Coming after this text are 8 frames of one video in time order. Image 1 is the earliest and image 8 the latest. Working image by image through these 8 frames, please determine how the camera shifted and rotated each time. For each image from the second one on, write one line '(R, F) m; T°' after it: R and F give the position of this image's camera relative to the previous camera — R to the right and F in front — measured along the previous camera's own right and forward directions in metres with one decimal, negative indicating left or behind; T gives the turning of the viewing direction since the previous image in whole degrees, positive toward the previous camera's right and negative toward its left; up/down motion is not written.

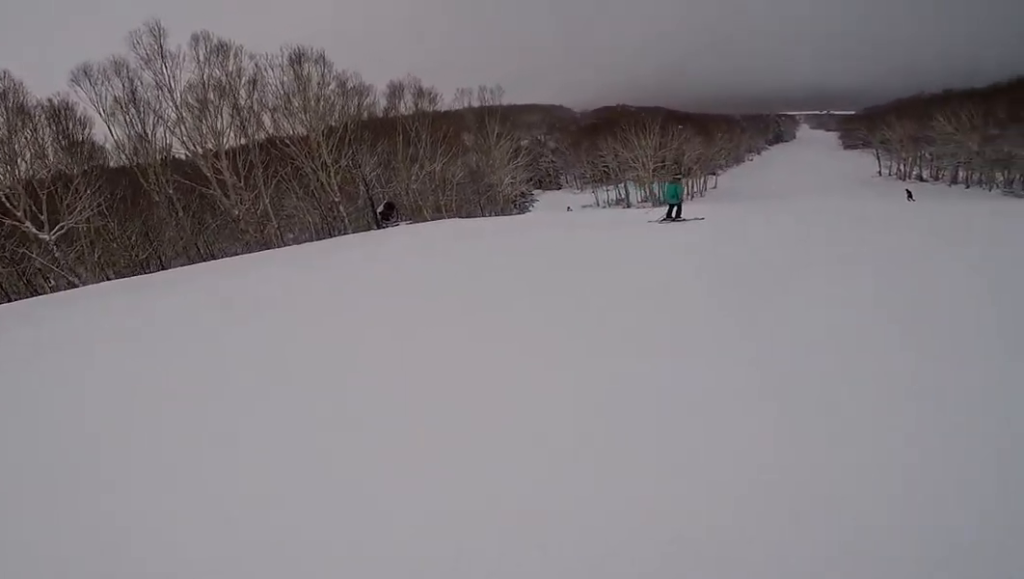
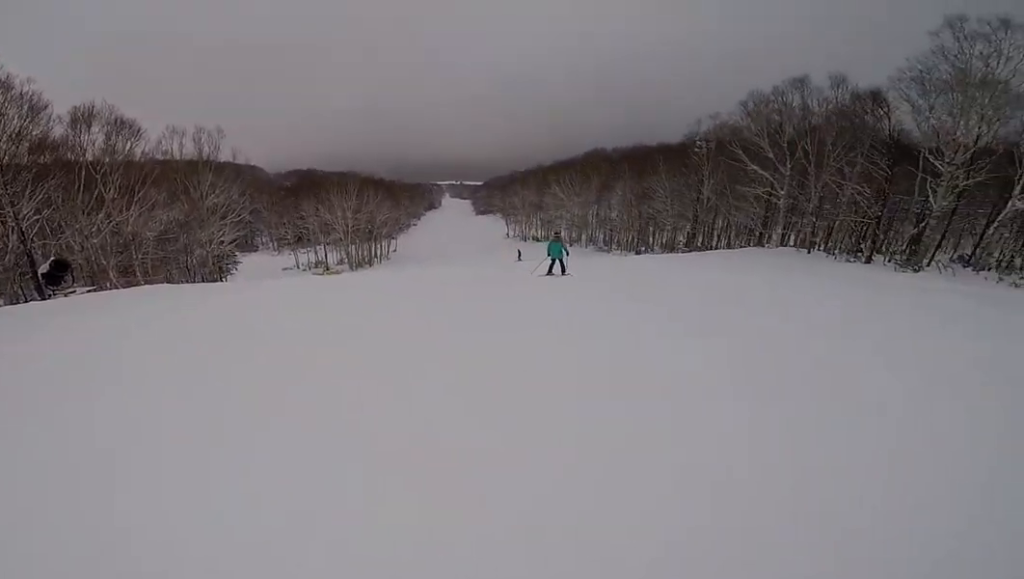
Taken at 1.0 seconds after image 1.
(+1.3, +5.0) m; +31°
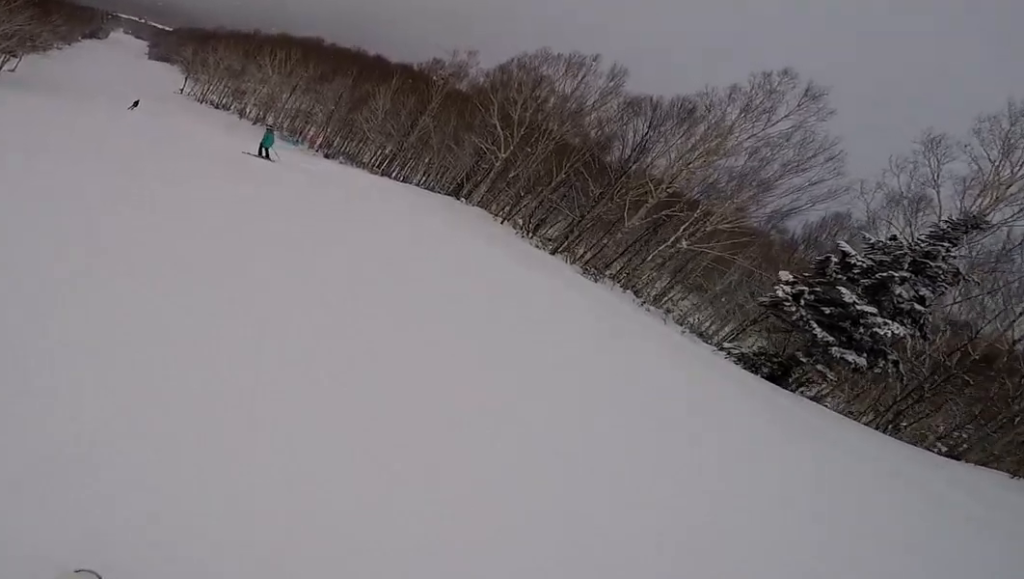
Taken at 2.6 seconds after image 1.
(+3.3, +7.7) m; +47°
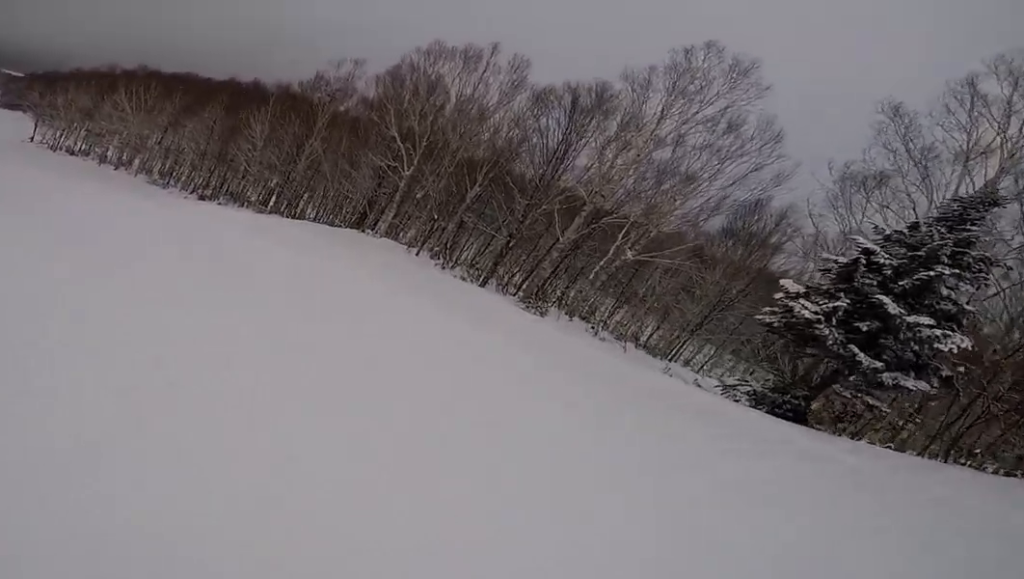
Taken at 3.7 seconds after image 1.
(+1.6, +5.7) m; +9°
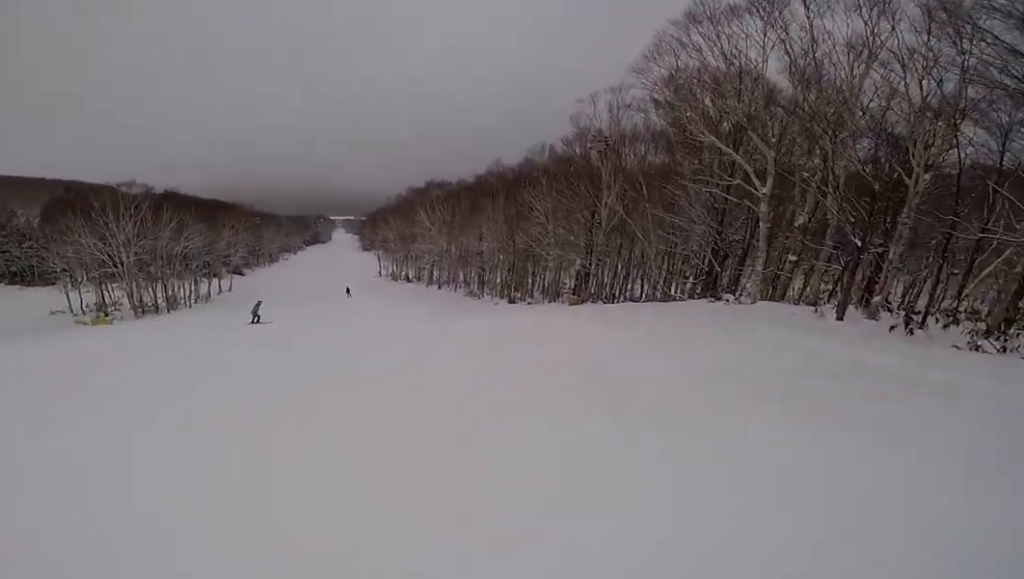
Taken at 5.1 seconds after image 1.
(-2.4, +7.8) m; -45°
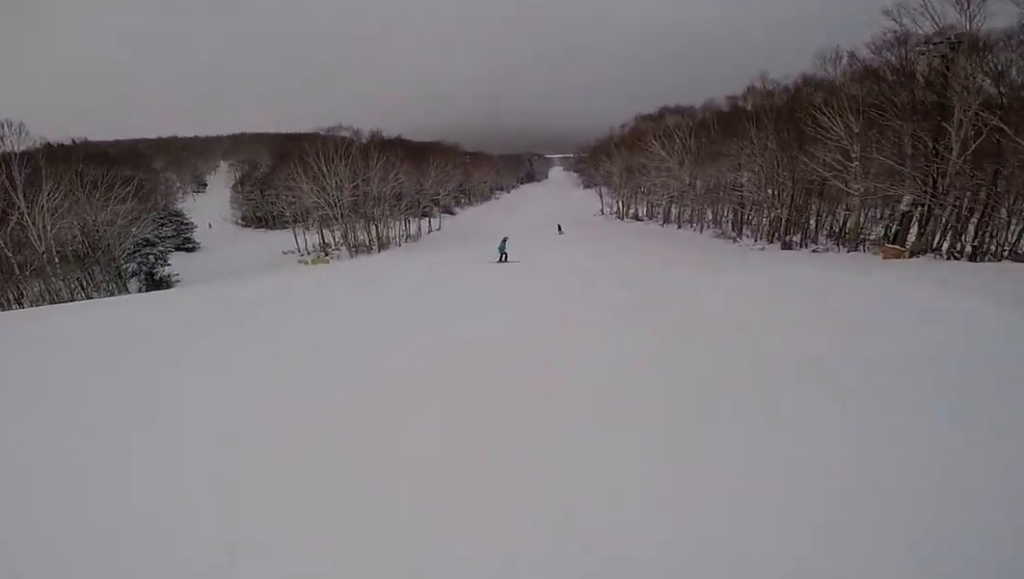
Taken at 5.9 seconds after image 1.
(-0.6, +4.2) m; -32°
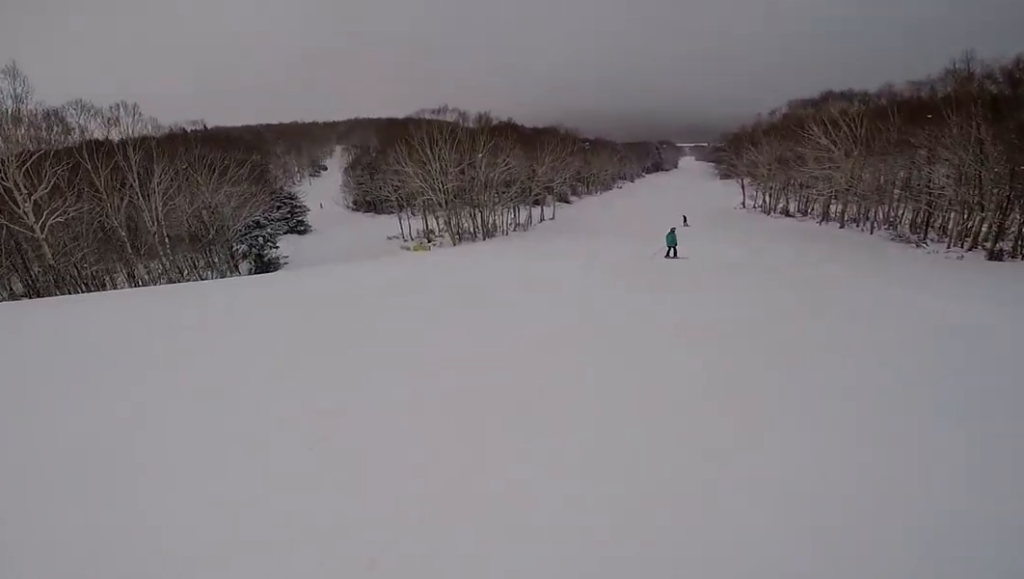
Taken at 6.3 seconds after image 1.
(-1.2, +2.1) m; -2°
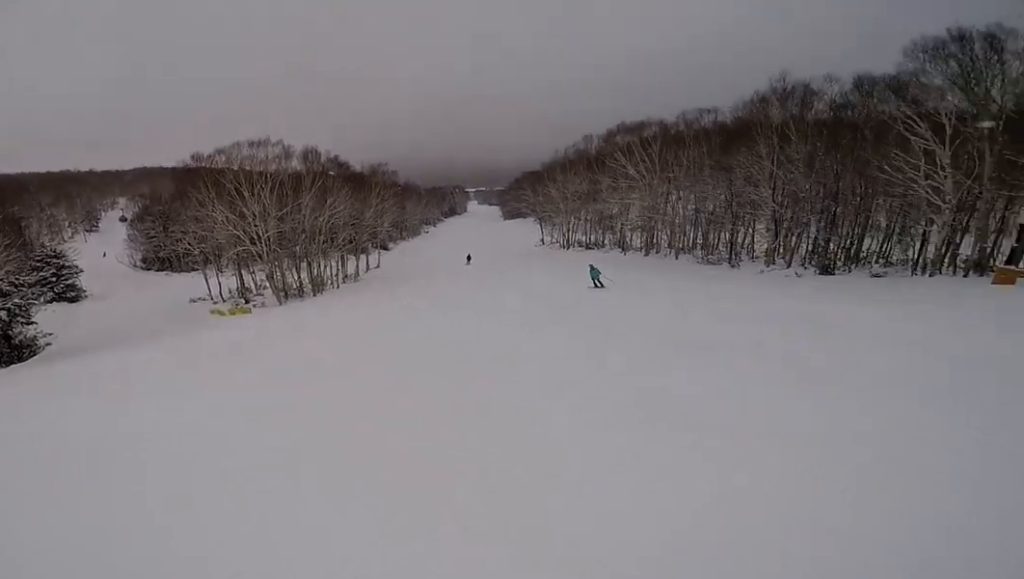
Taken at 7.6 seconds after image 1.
(+0.7, +7.3) m; +22°
